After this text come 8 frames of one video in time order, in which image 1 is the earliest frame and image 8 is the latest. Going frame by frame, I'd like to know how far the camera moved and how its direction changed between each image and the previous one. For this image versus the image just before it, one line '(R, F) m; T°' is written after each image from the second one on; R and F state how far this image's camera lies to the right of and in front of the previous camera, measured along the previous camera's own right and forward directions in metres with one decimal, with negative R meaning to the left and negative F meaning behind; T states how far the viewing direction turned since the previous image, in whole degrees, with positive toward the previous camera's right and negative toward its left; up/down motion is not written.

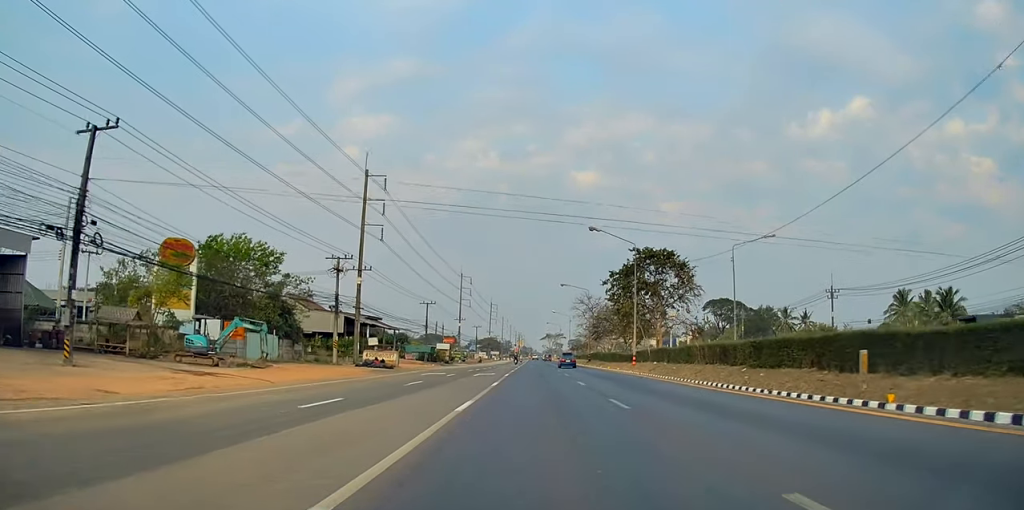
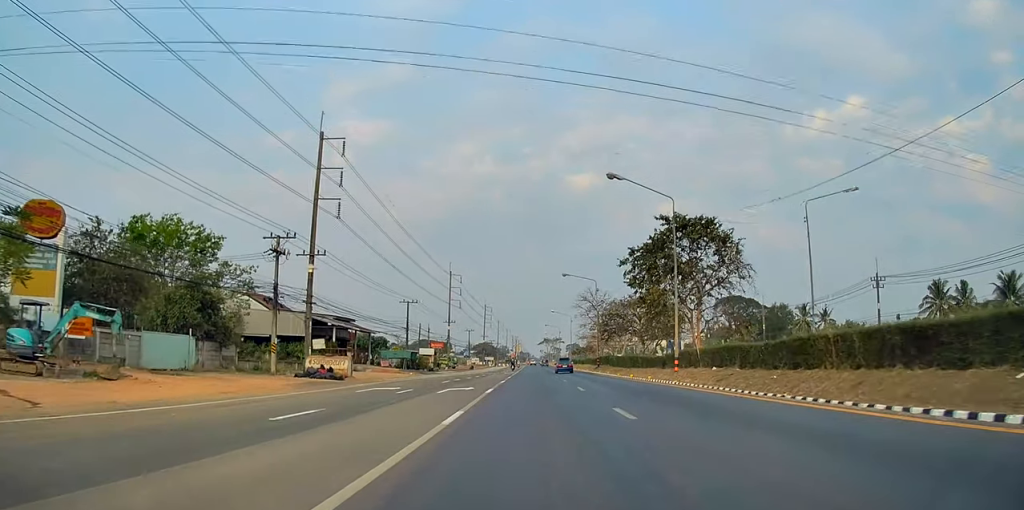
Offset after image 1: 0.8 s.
(0.0, +12.8) m; 0°
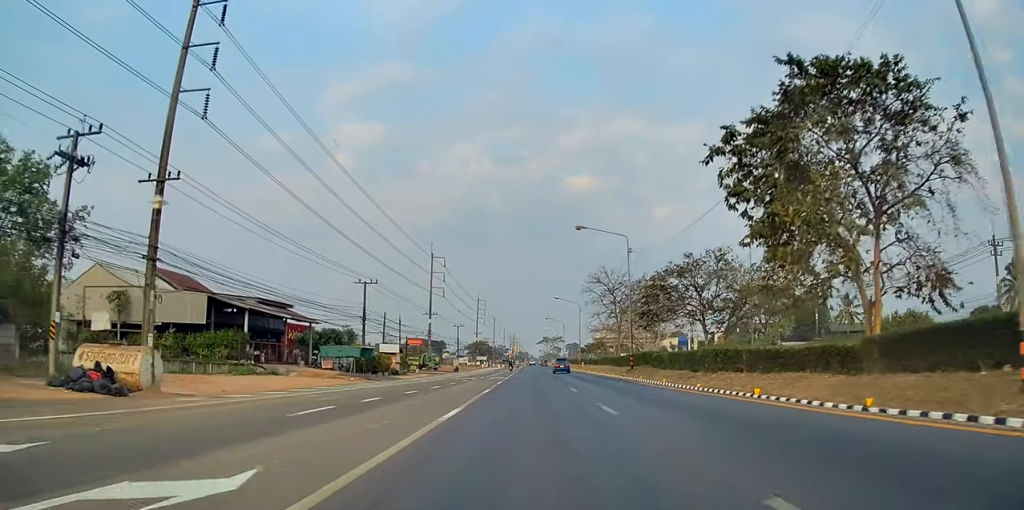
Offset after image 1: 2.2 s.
(0.0, +22.3) m; -1°
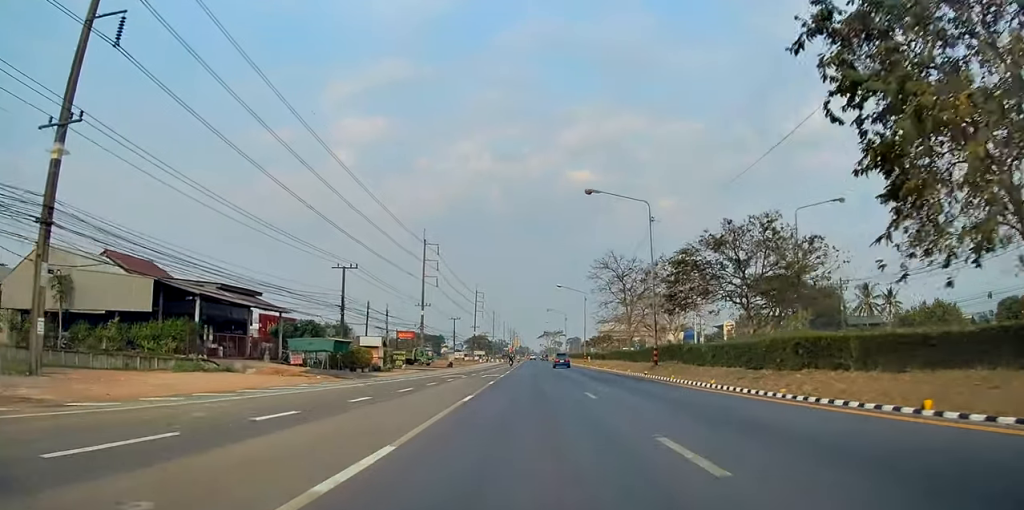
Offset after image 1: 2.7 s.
(-0.1, +8.3) m; 0°
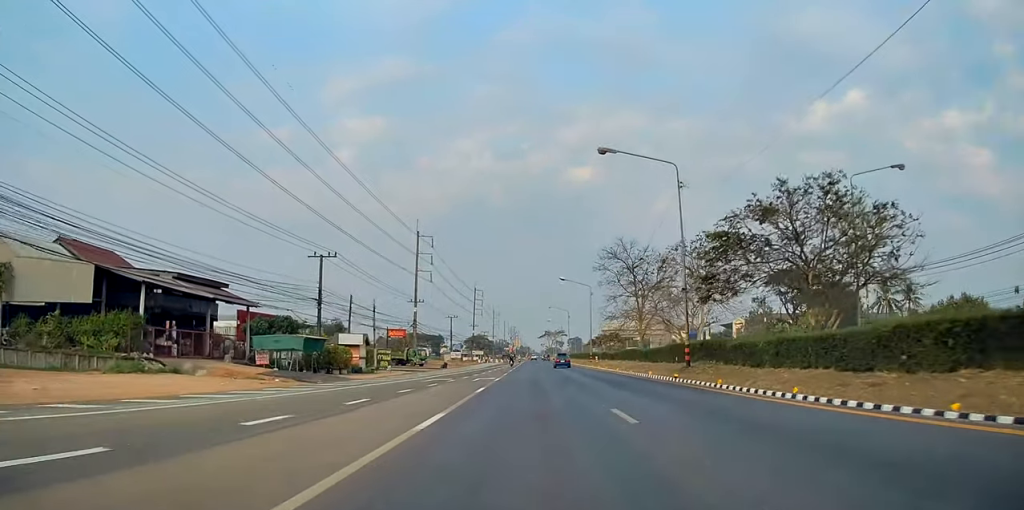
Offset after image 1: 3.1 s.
(0.0, +6.6) m; 0°
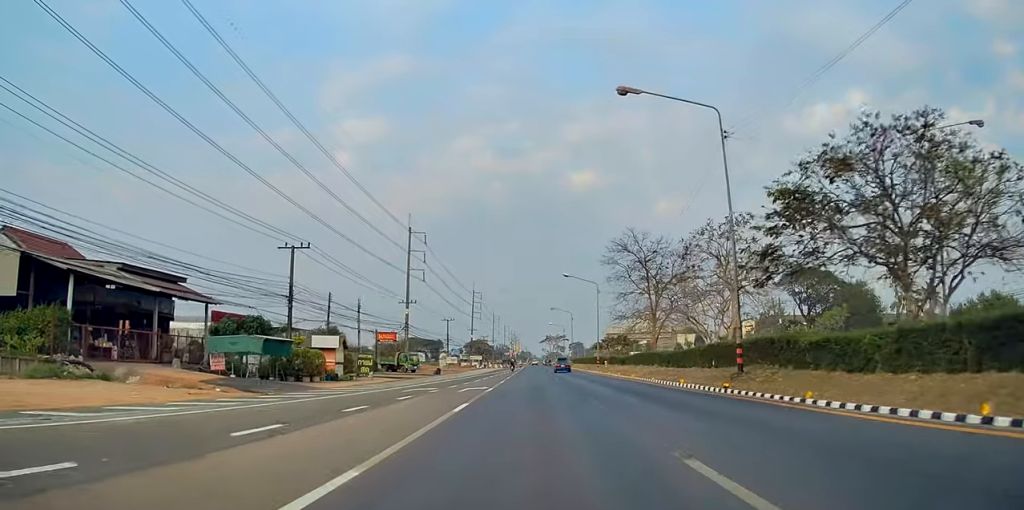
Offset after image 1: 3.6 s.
(0.0, +7.1) m; 0°
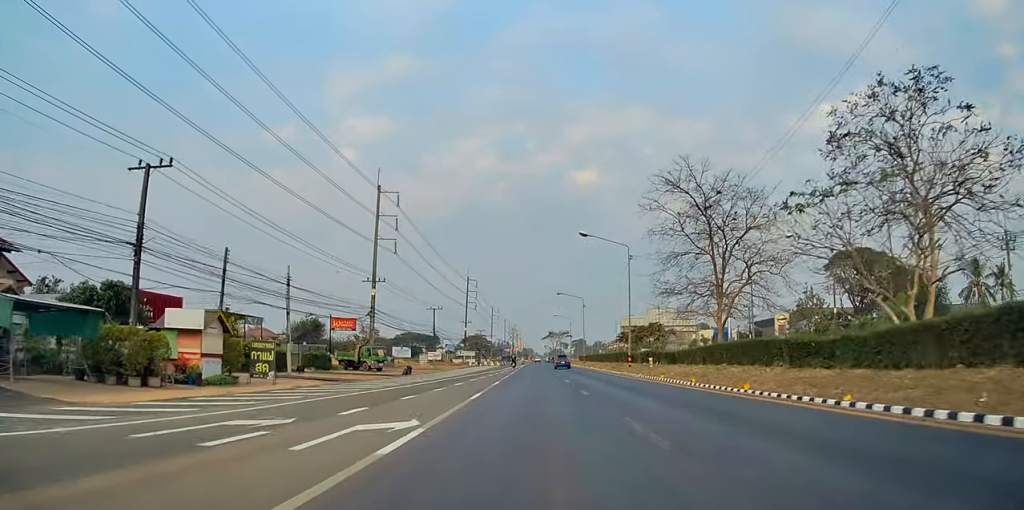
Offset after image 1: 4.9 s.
(-0.1, +20.0) m; 0°
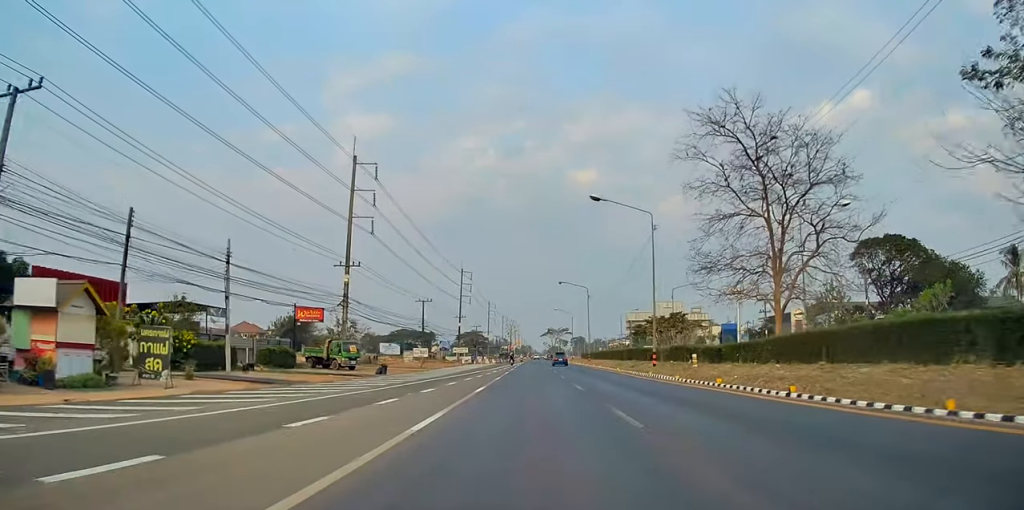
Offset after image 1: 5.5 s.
(0.0, +9.5) m; 0°
